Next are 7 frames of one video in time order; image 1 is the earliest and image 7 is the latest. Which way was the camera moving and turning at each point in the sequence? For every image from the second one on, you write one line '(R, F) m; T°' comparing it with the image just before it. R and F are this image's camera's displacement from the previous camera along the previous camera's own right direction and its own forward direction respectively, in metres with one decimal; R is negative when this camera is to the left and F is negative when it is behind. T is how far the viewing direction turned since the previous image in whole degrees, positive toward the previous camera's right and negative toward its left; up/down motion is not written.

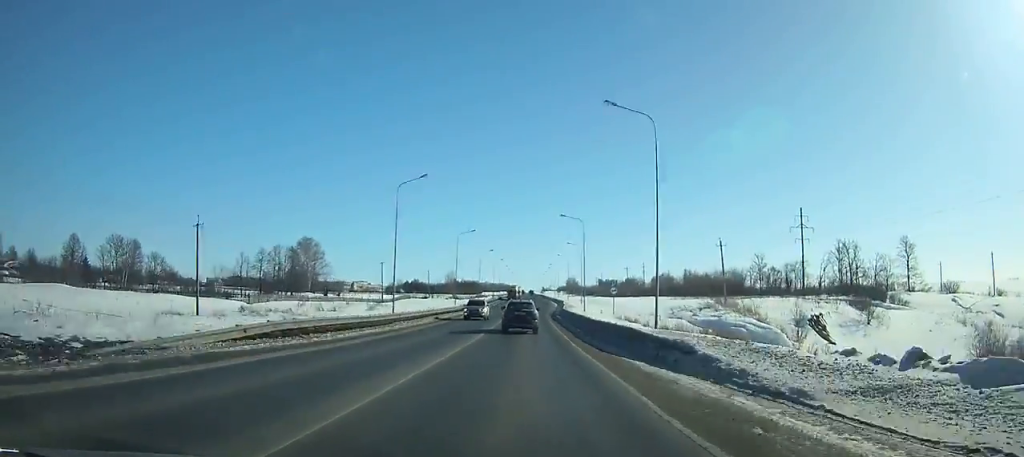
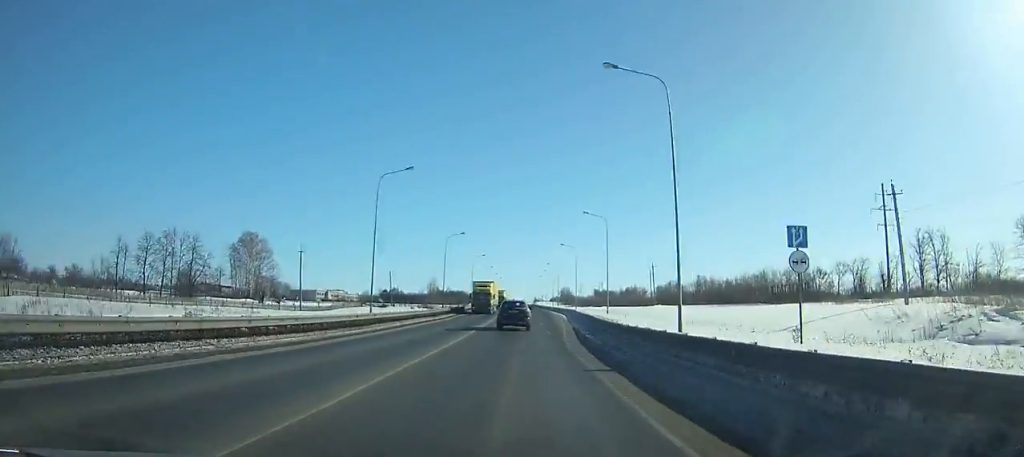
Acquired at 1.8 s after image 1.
(-0.1, +42.5) m; 0°
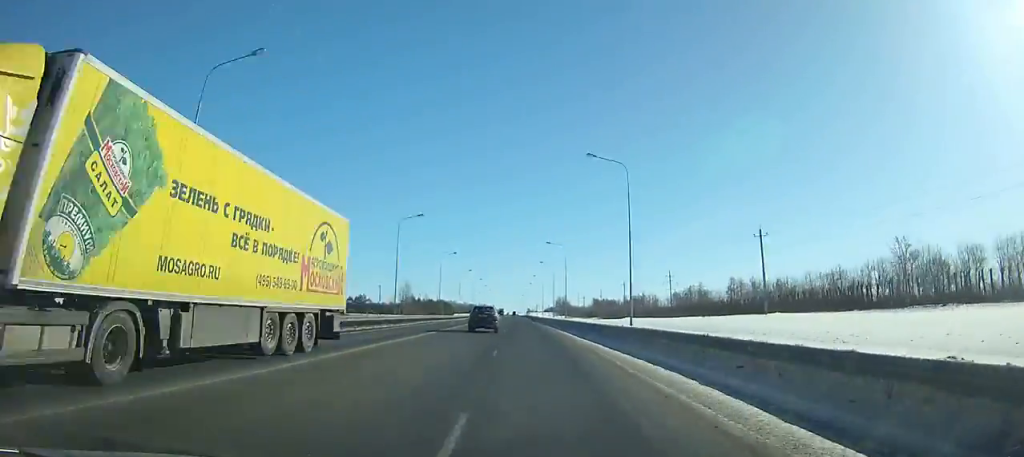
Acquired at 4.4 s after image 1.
(+0.4, +61.9) m; 0°
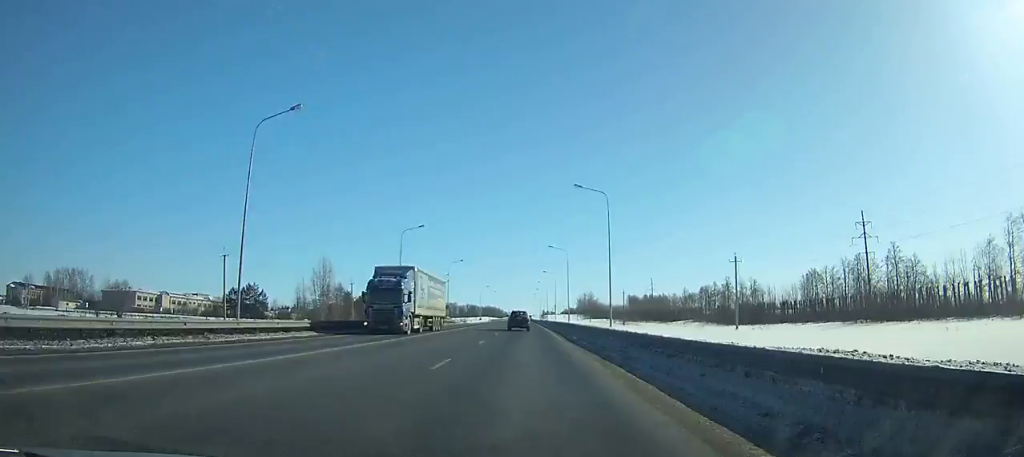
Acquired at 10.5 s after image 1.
(-1.9, +147.7) m; -1°
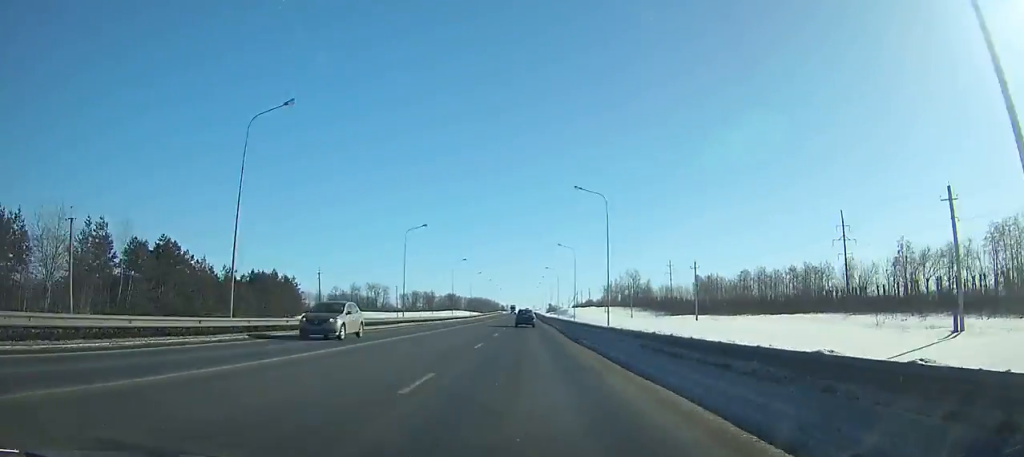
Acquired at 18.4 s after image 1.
(-0.7, +197.4) m; 0°
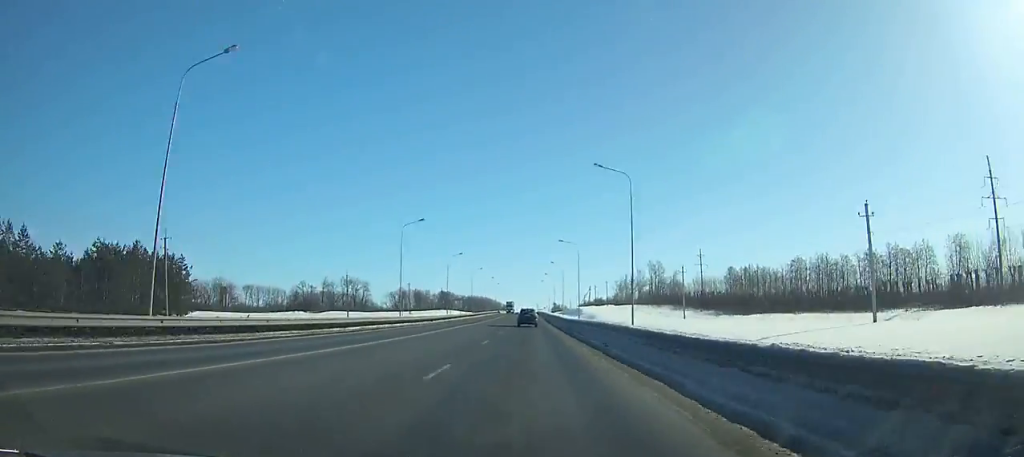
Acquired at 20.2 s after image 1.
(-0.1, +45.8) m; 0°
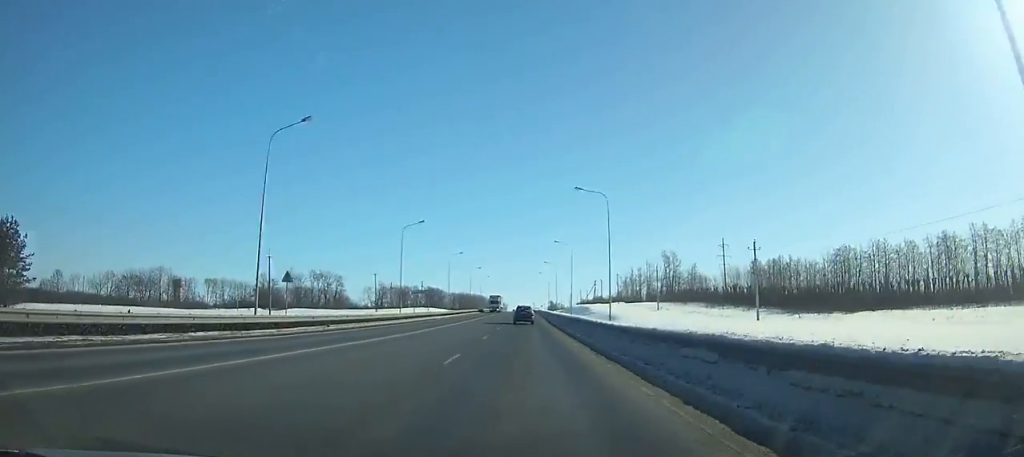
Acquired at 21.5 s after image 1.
(+0.1, +33.4) m; 0°
